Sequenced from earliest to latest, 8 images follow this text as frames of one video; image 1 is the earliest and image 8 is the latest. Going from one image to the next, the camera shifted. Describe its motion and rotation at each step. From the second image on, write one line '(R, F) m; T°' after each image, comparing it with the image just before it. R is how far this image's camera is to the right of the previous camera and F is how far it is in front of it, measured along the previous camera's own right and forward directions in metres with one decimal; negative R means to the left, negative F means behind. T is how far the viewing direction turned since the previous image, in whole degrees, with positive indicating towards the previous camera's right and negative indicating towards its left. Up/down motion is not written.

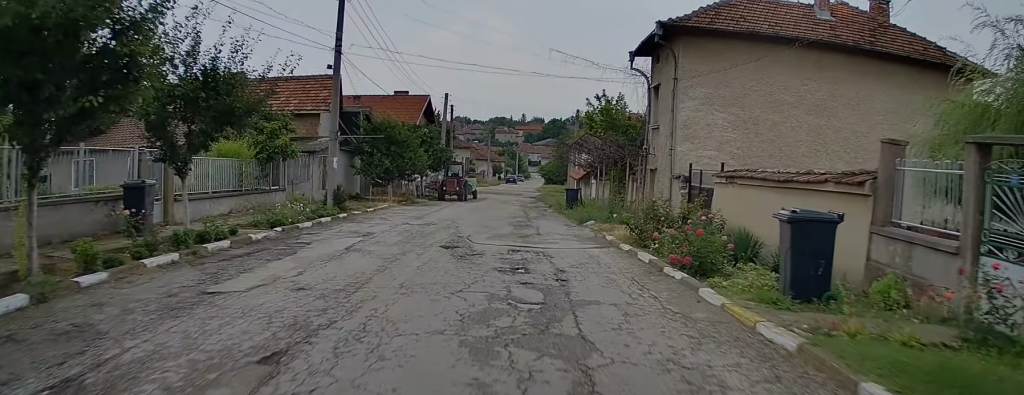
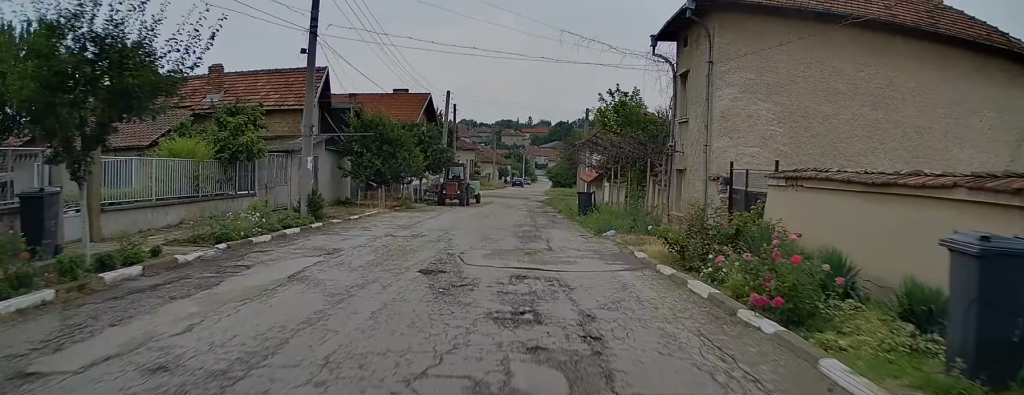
(-0.1, +3.2) m; -2°
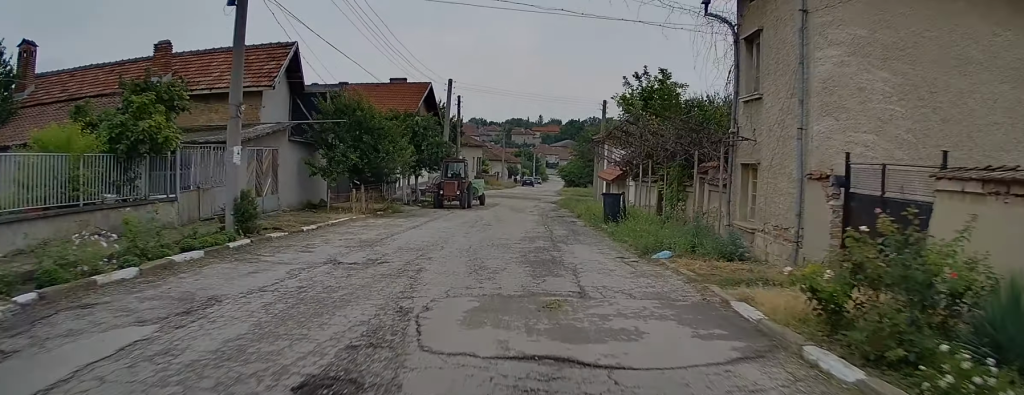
(-0.1, +5.5) m; -2°
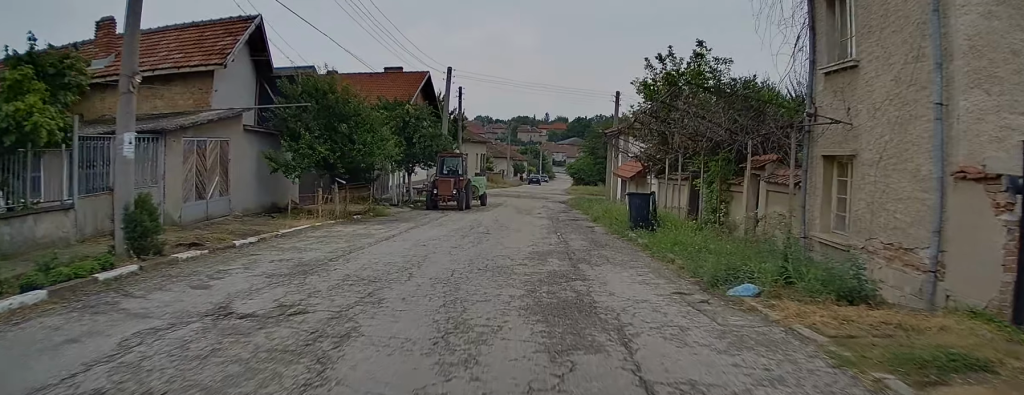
(0.0, +4.1) m; -1°
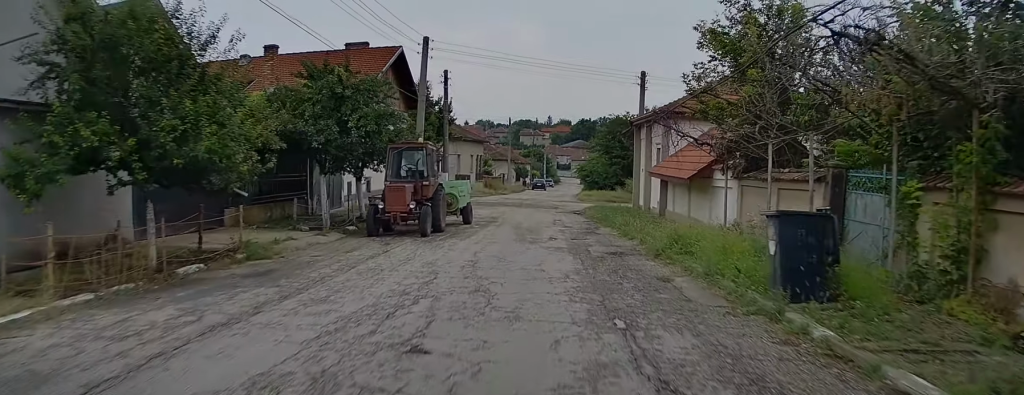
(+0.1, +10.2) m; +1°
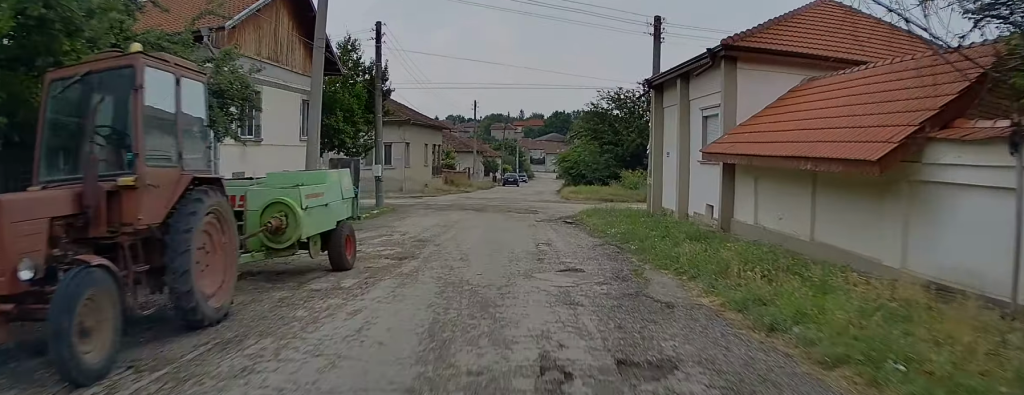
(0.0, +11.9) m; 0°
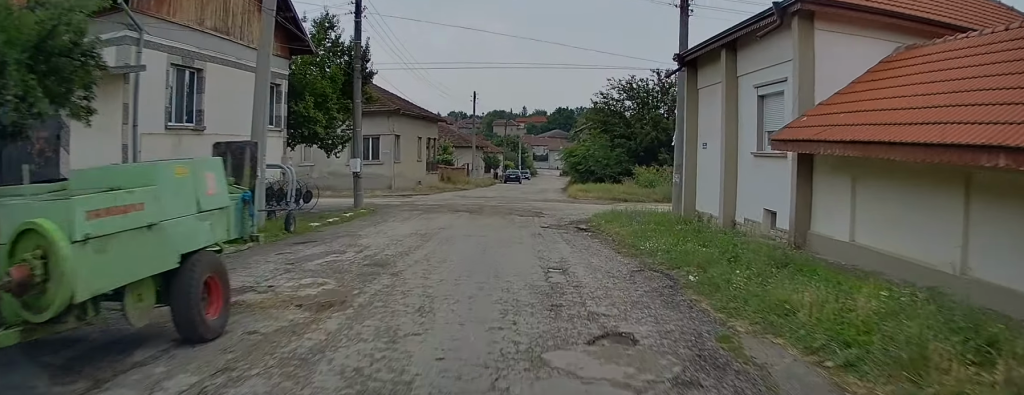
(+0.1, +4.4) m; 0°
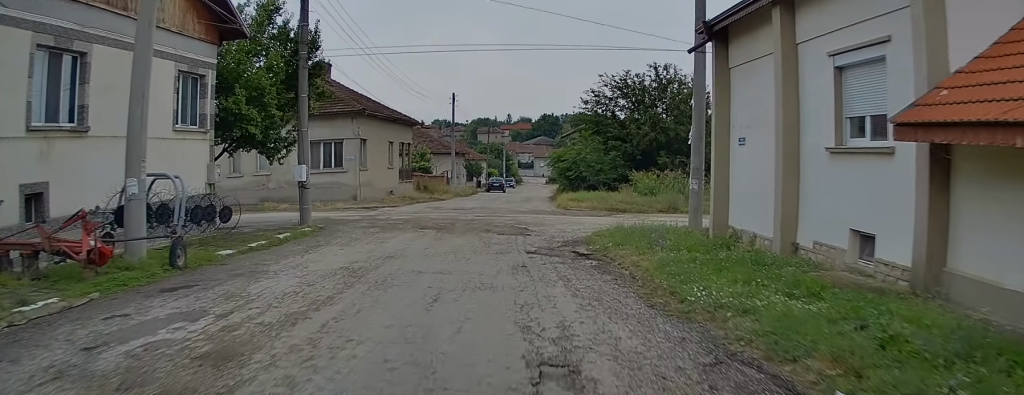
(0.0, +5.0) m; -1°
